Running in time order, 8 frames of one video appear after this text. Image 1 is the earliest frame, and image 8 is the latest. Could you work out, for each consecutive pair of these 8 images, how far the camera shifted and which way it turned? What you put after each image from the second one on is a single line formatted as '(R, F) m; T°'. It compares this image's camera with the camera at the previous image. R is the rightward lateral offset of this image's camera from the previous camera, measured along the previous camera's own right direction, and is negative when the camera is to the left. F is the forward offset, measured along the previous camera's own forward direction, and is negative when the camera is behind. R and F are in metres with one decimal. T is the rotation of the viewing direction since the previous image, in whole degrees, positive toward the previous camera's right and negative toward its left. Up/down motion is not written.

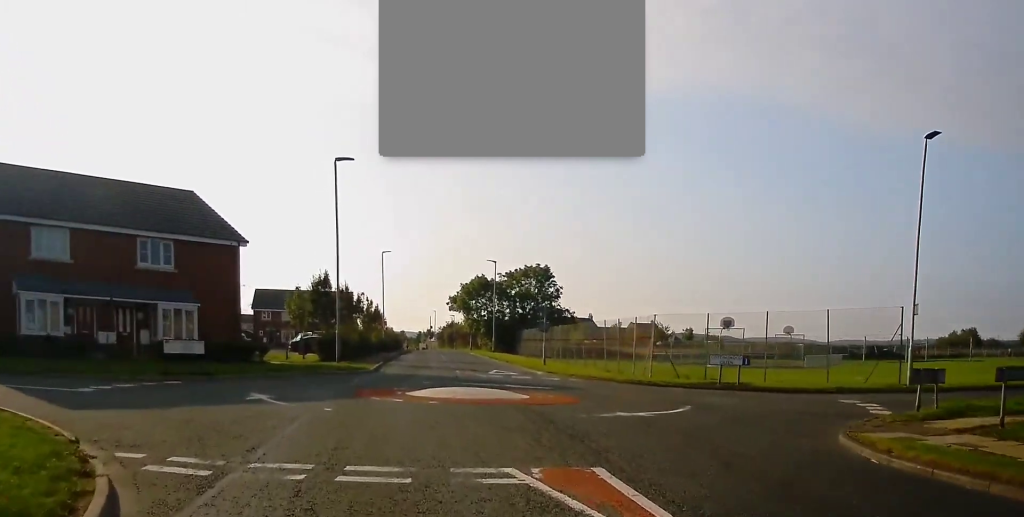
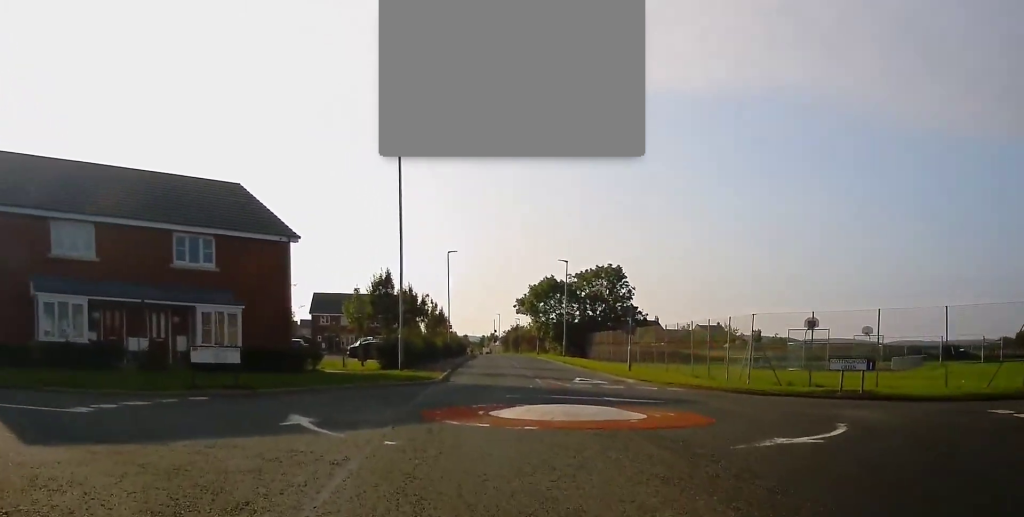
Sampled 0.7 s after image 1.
(0.0, +3.5) m; -1°
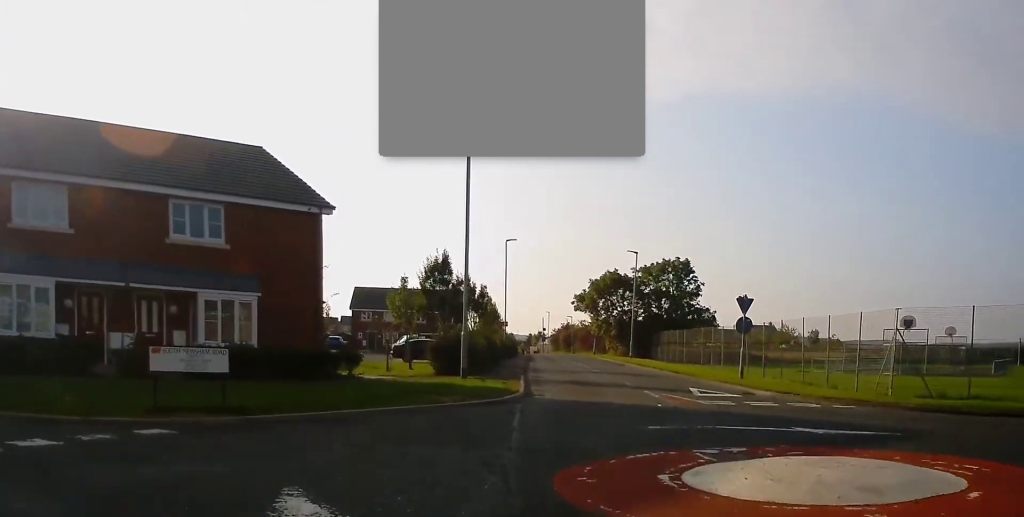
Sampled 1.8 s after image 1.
(-0.1, +6.5) m; +2°
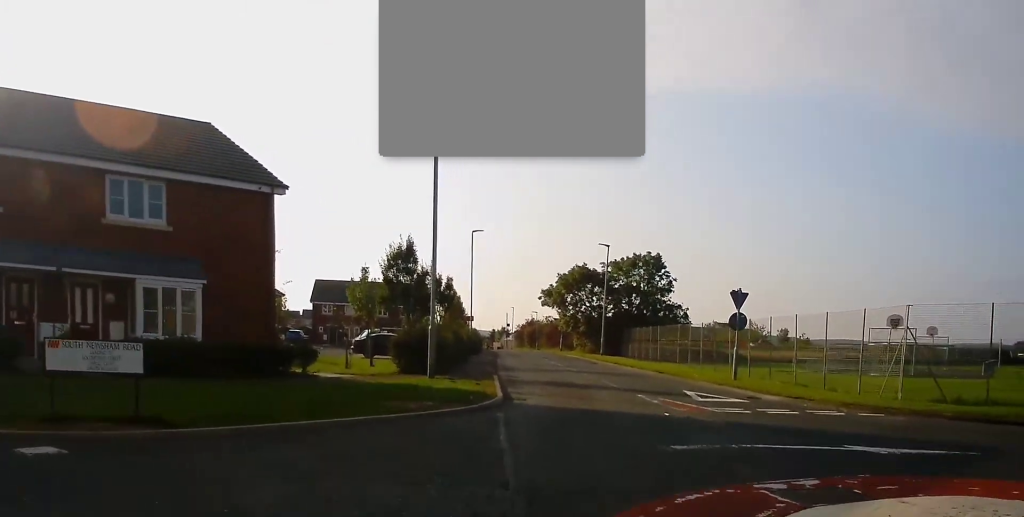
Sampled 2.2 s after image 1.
(0.0, +2.5) m; +3°
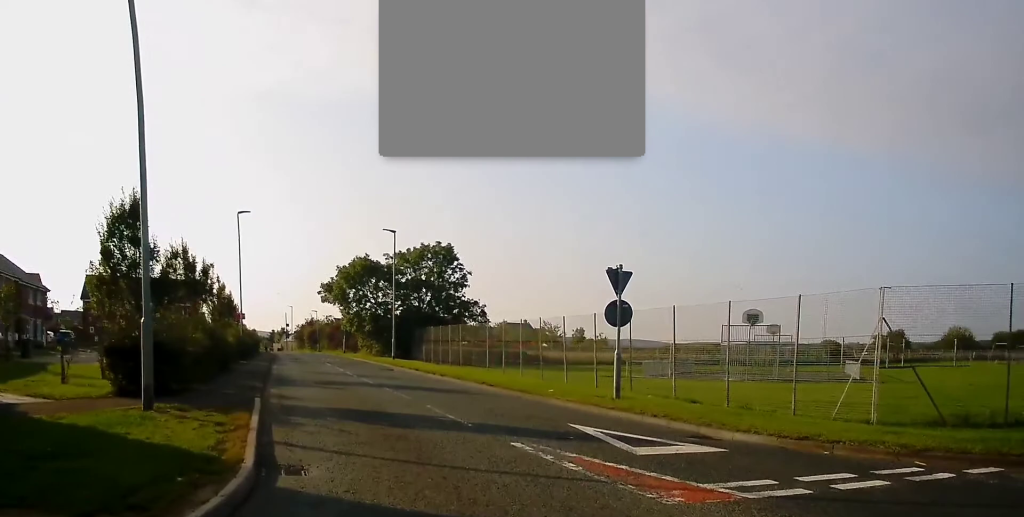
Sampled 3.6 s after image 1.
(+0.7, +8.5) m; +7°
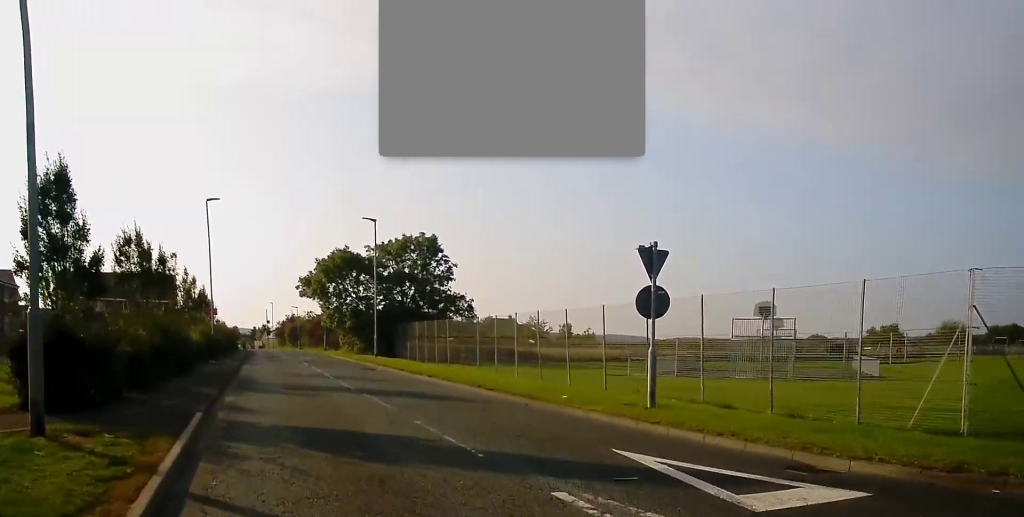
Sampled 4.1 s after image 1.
(+0.1, +3.4) m; +1°
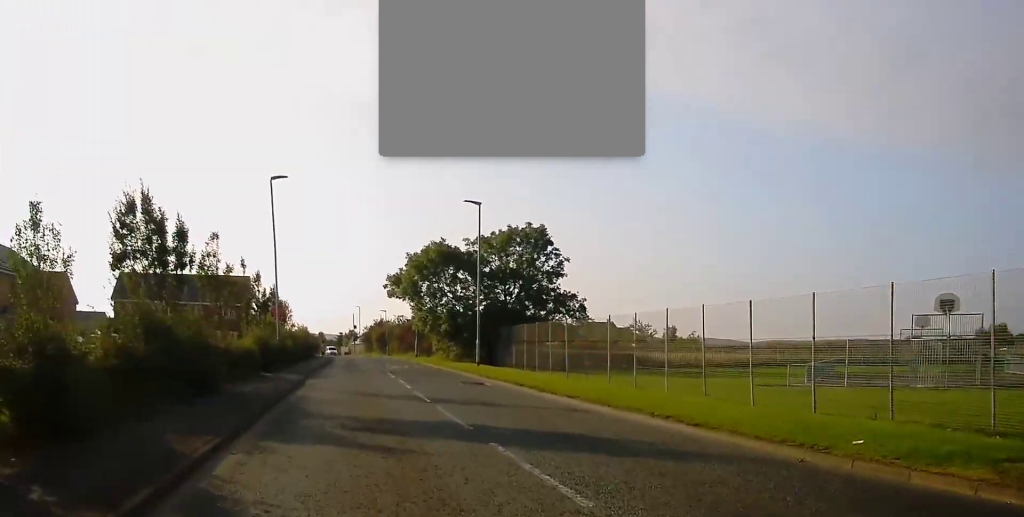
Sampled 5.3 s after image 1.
(+0.2, +7.7) m; -1°
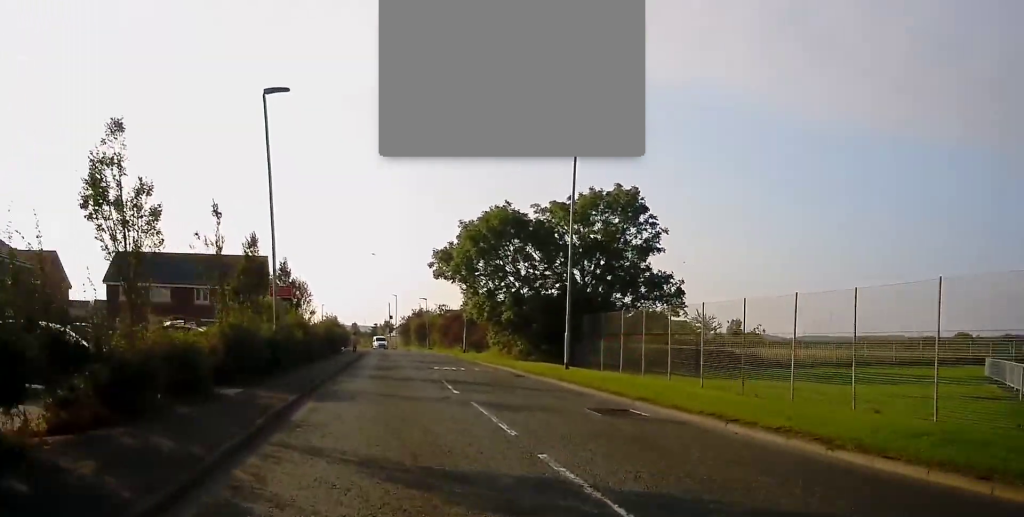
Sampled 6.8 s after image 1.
(-0.9, +11.6) m; -6°
